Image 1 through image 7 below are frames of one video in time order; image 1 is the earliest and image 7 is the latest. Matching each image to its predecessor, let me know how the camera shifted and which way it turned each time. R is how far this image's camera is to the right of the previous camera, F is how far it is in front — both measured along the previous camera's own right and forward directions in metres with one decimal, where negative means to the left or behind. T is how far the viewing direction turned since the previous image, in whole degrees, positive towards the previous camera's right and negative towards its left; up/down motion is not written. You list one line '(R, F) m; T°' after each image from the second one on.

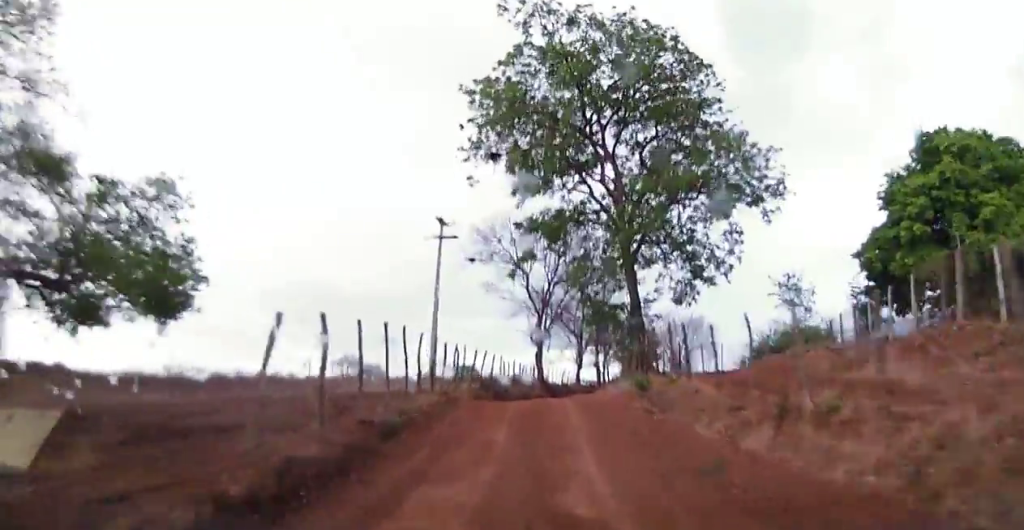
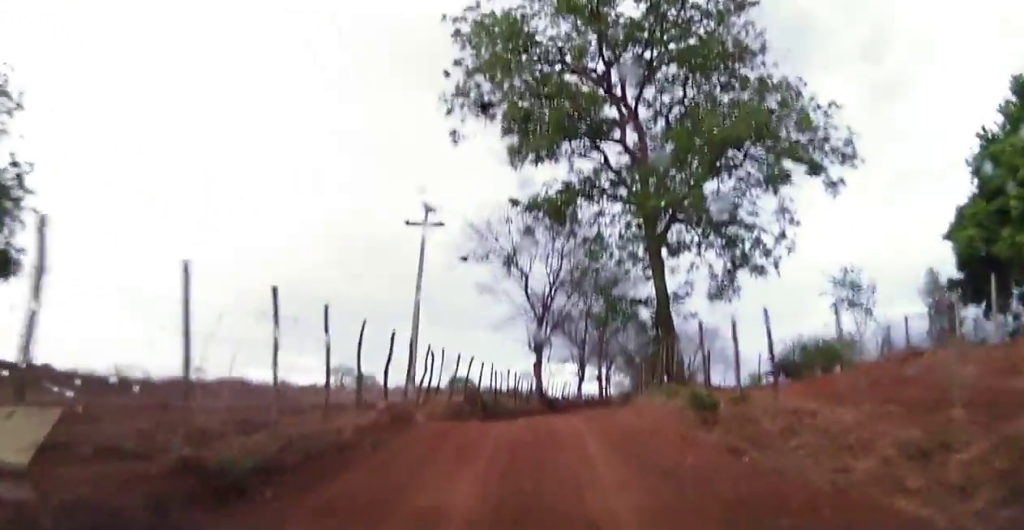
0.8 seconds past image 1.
(+0.1, +5.4) m; +2°
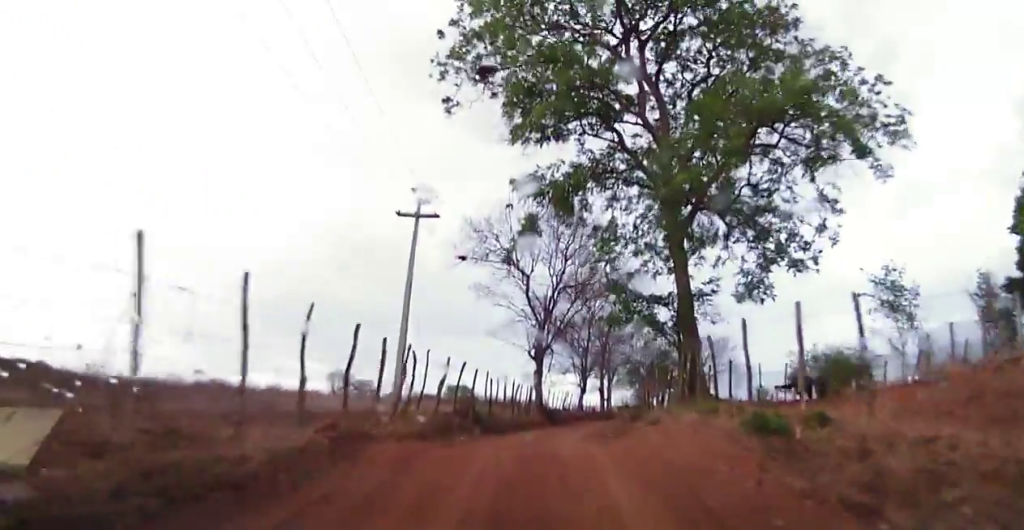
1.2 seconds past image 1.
(+0.1, +2.8) m; 0°
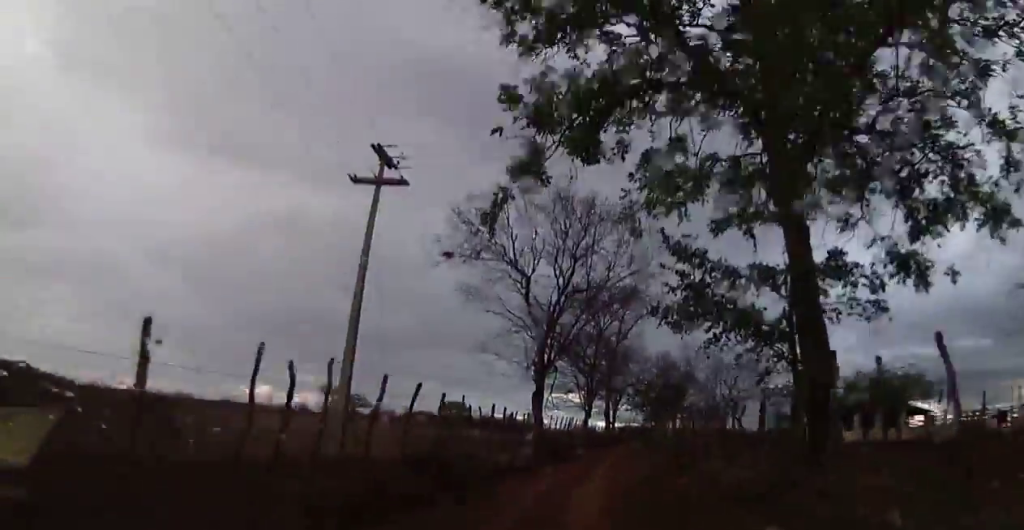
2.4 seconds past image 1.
(-0.1, +8.3) m; -2°
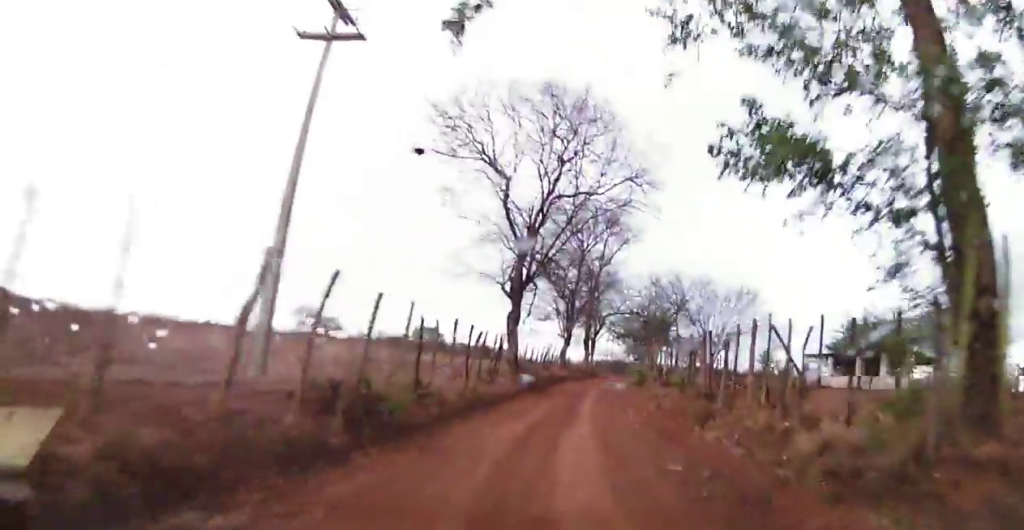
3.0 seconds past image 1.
(0.0, +4.6) m; 0°
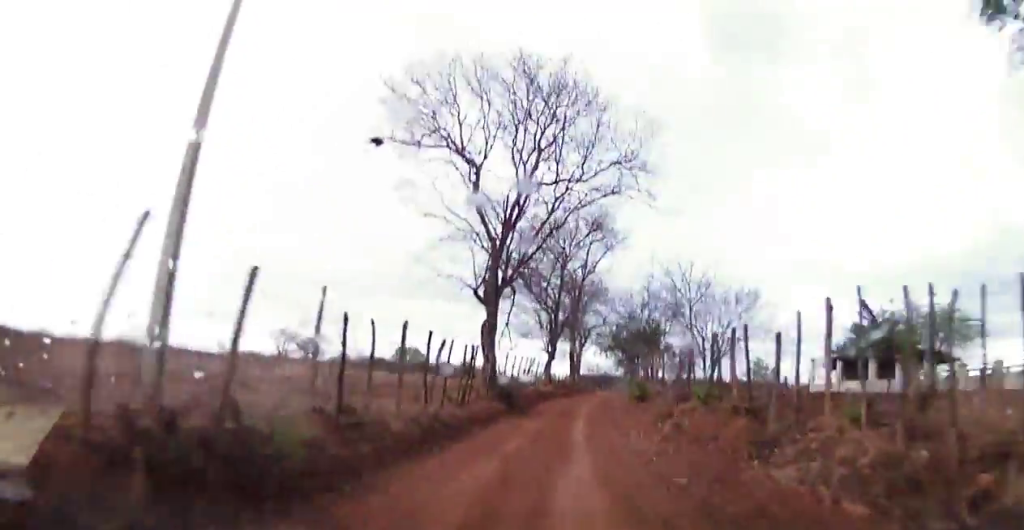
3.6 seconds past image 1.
(0.0, +4.0) m; +1°
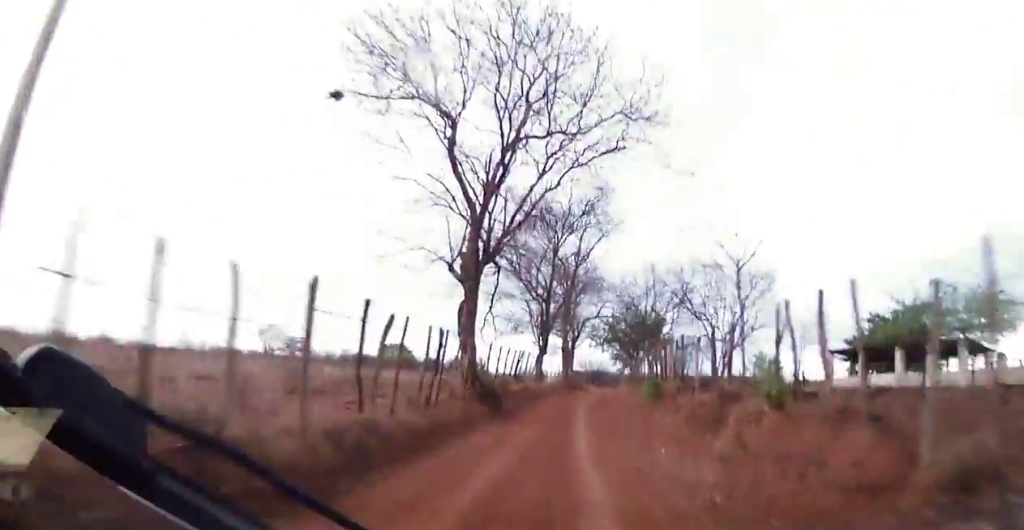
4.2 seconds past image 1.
(0.0, +4.7) m; +2°
